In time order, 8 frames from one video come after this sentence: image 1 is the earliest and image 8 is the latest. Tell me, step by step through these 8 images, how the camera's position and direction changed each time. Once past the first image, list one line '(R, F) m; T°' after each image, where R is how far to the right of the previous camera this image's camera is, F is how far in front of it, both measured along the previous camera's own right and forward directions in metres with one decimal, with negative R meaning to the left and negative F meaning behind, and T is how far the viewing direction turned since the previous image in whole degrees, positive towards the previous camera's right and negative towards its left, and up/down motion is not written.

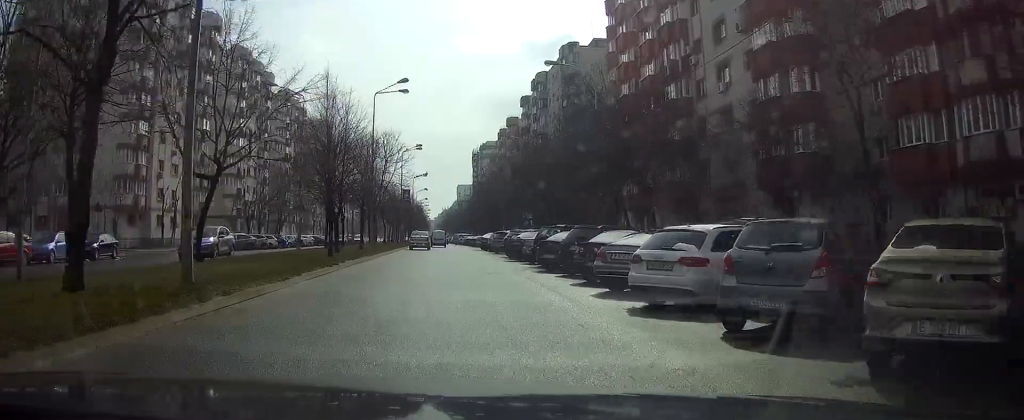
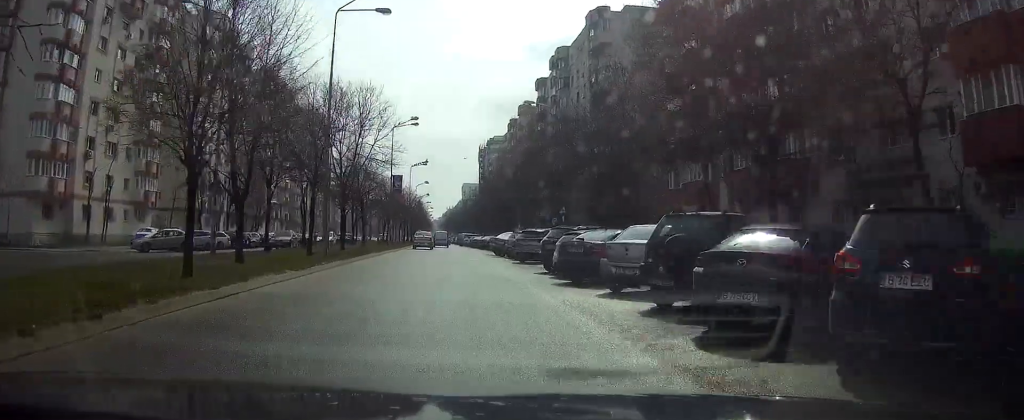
(0.0, +16.8) m; -1°
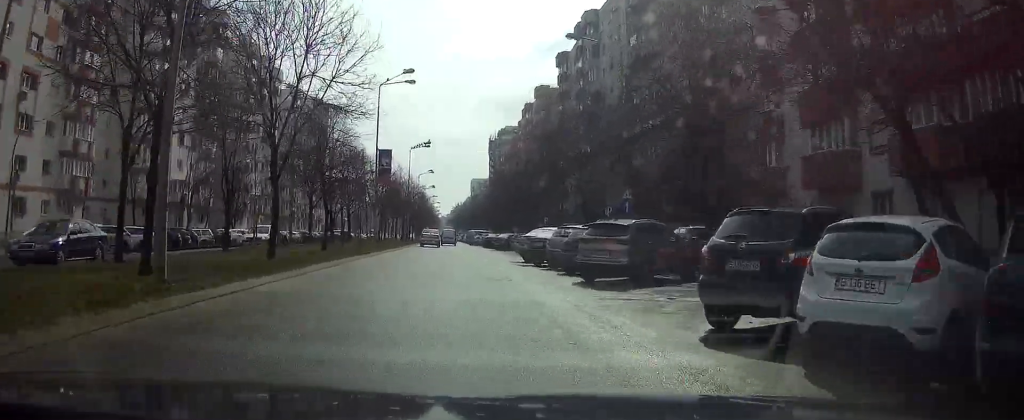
(-0.1, +15.8) m; -1°
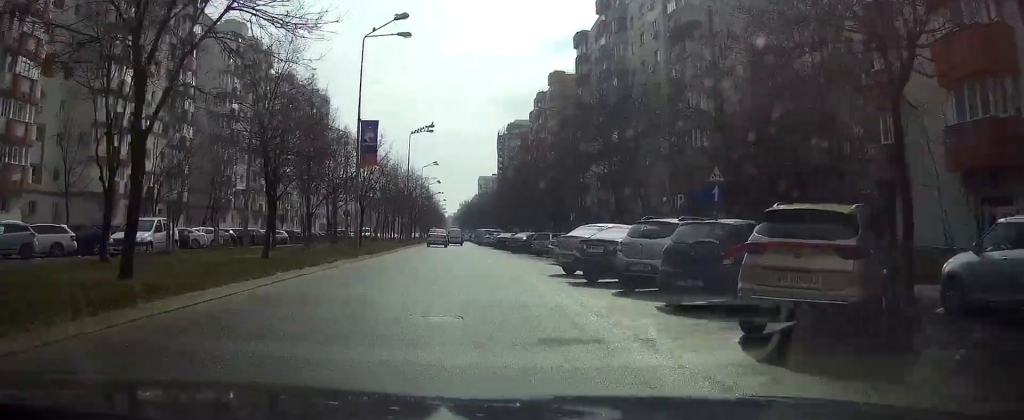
(0.0, +10.5) m; 0°
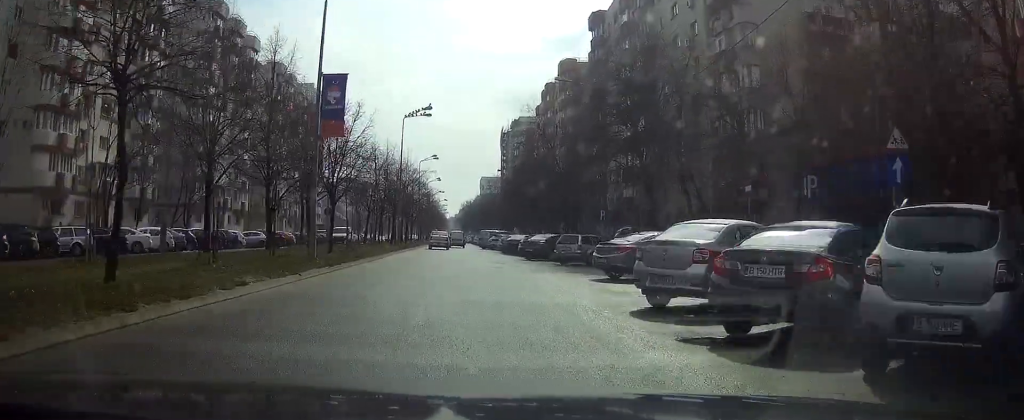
(0.0, +9.9) m; 0°
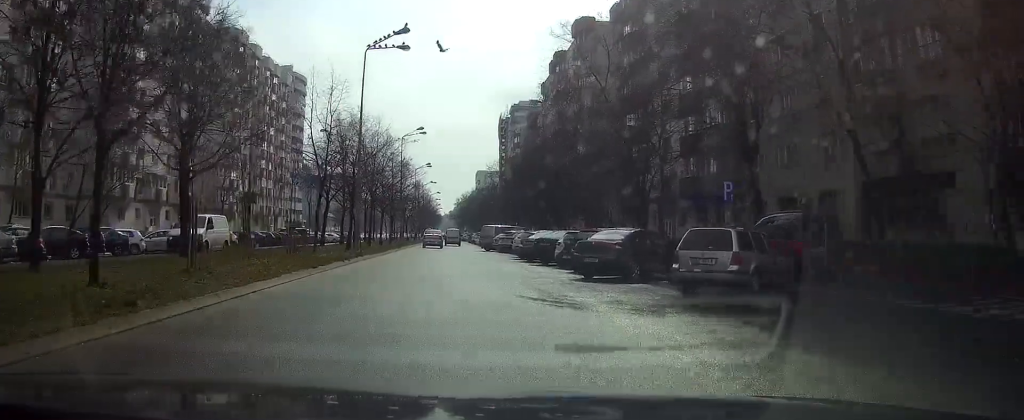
(-0.1, +19.3) m; 0°
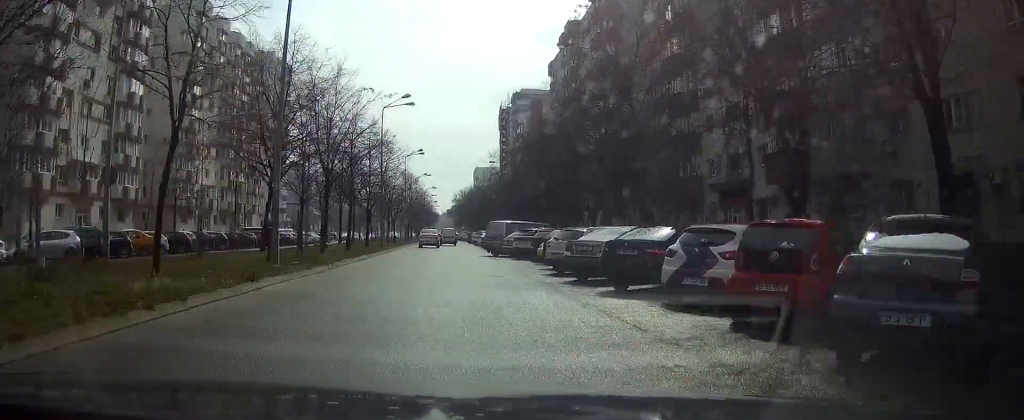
(+0.1, +14.8) m; 0°
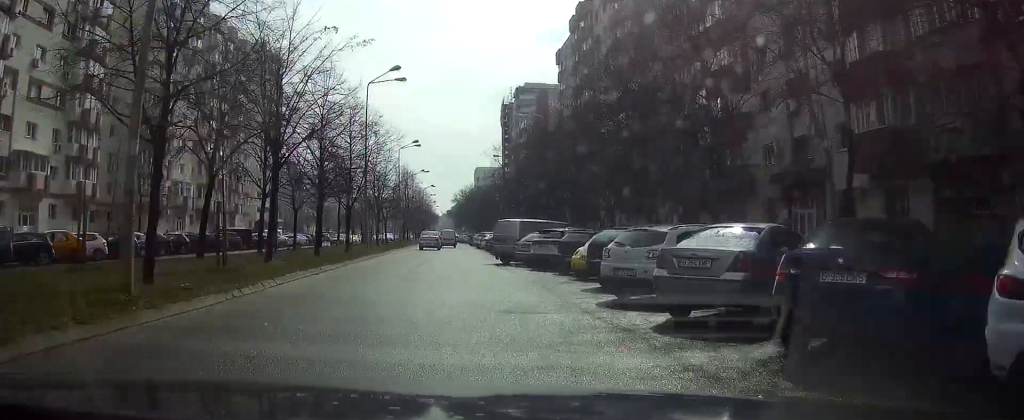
(0.0, +8.8) m; 0°
